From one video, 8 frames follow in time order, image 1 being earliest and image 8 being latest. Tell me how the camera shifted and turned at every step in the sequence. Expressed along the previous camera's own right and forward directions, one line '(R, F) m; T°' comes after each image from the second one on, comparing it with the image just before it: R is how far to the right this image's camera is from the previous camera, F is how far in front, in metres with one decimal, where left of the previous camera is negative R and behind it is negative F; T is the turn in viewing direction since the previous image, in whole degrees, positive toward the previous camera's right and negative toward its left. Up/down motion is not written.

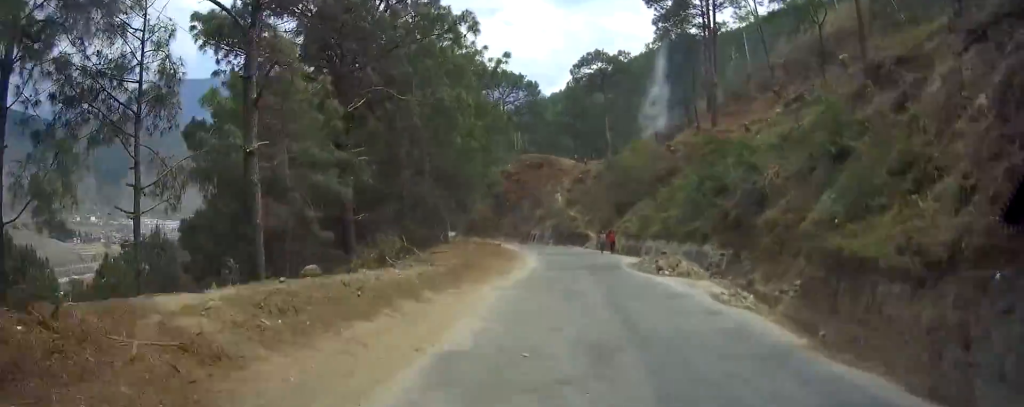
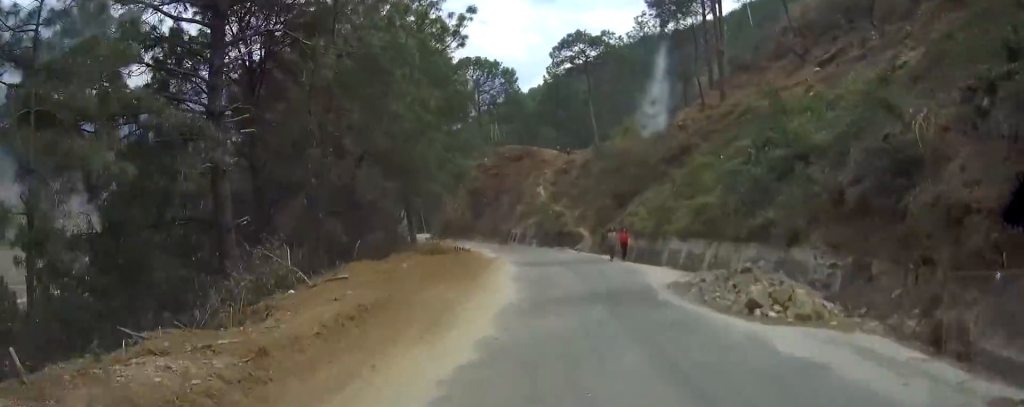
(0.0, +10.8) m; 0°
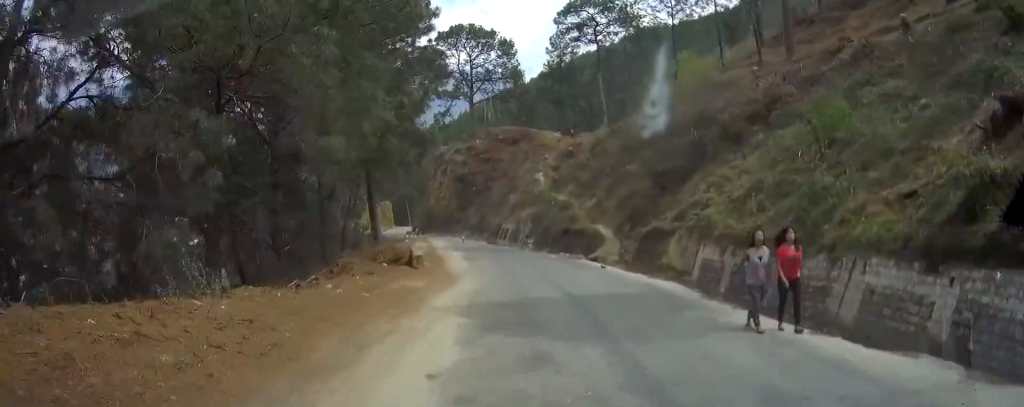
(0.0, +16.6) m; 0°
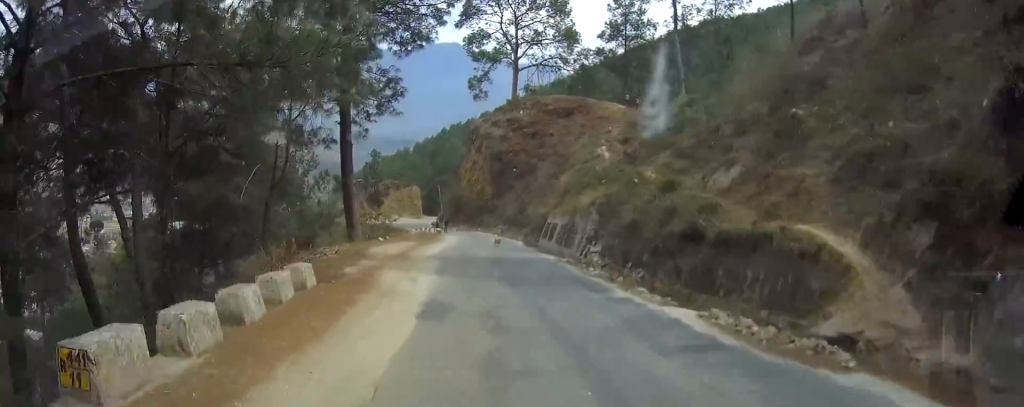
(0.0, +20.9) m; 0°
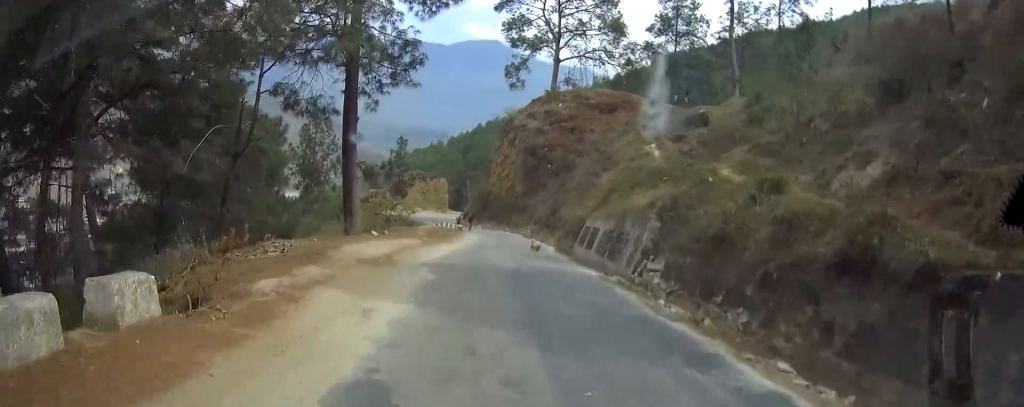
(0.0, +6.7) m; 0°
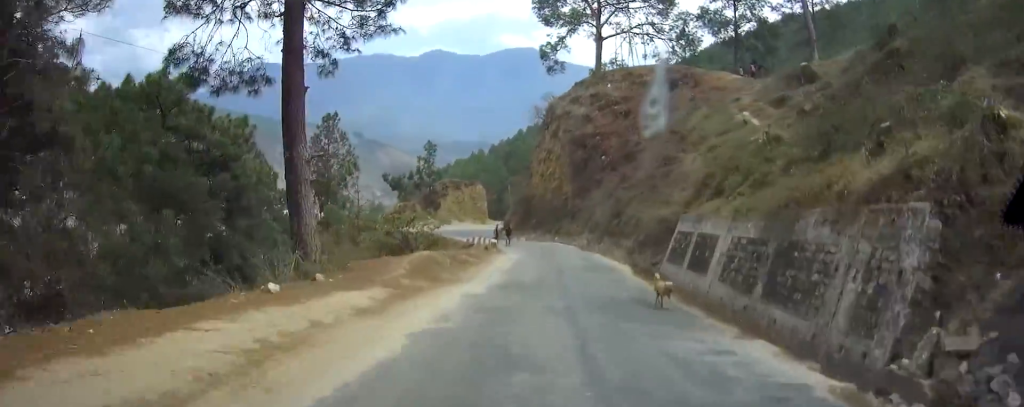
(0.0, +12.5) m; 0°
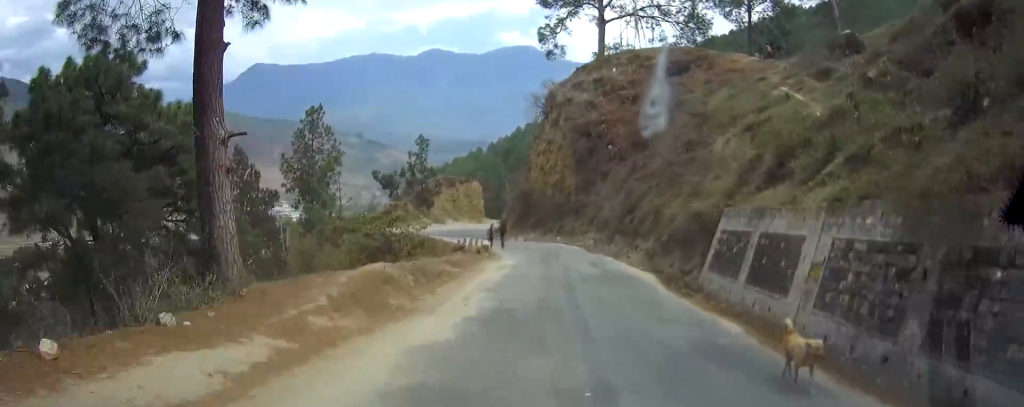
(0.0, +5.5) m; 0°
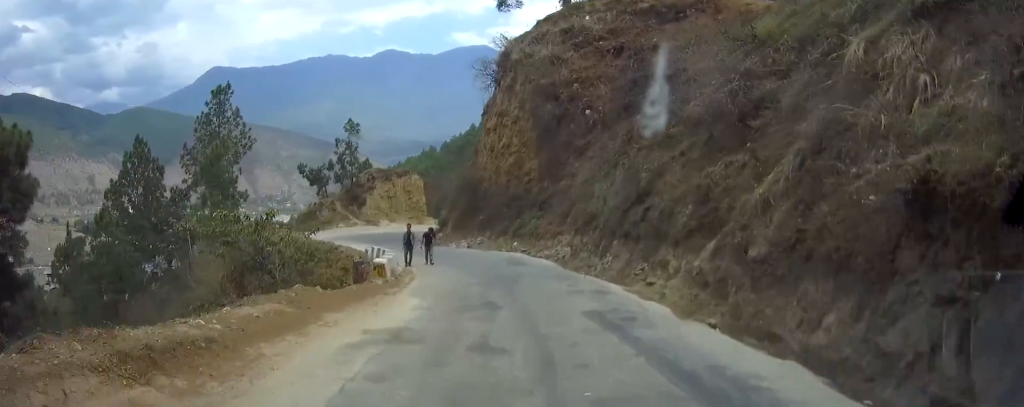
(0.0, +14.1) m; 0°
